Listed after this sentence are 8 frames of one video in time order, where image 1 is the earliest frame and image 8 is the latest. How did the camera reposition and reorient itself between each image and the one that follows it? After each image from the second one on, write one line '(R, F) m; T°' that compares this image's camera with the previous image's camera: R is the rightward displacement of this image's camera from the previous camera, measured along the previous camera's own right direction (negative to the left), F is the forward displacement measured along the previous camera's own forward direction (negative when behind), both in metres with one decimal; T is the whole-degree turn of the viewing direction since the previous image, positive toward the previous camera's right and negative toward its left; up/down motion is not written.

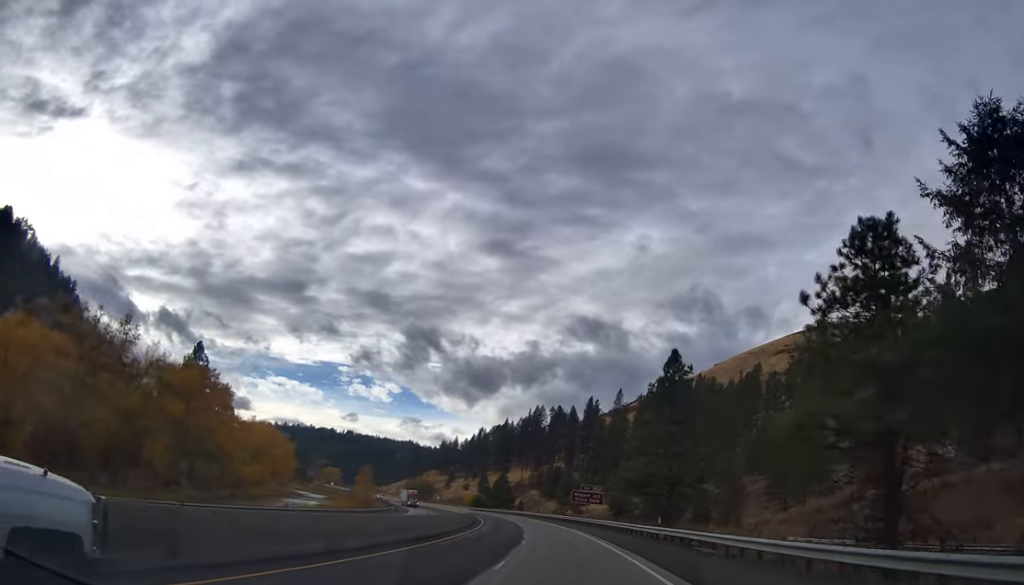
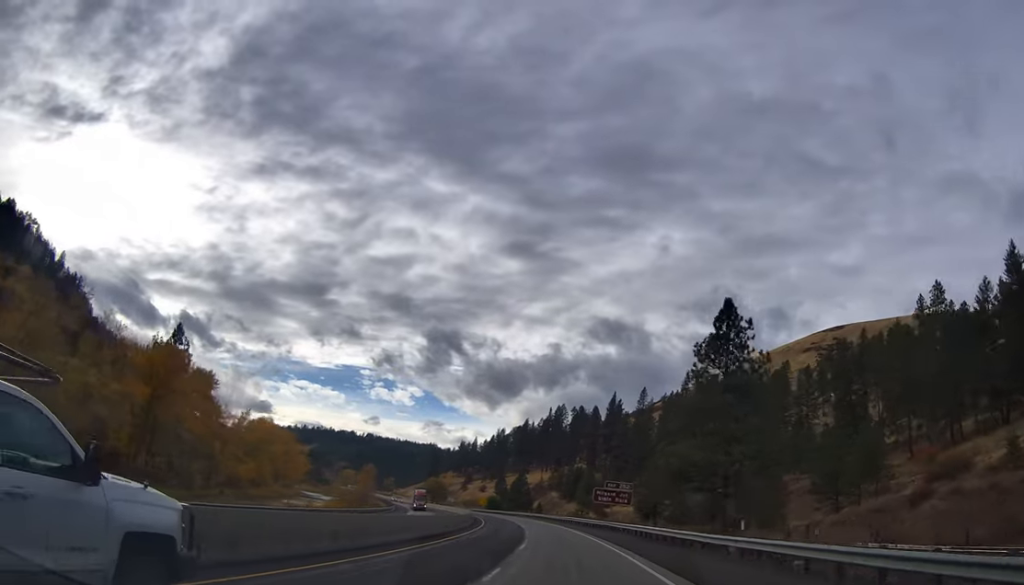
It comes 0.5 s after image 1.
(-0.5, +14.9) m; -2°
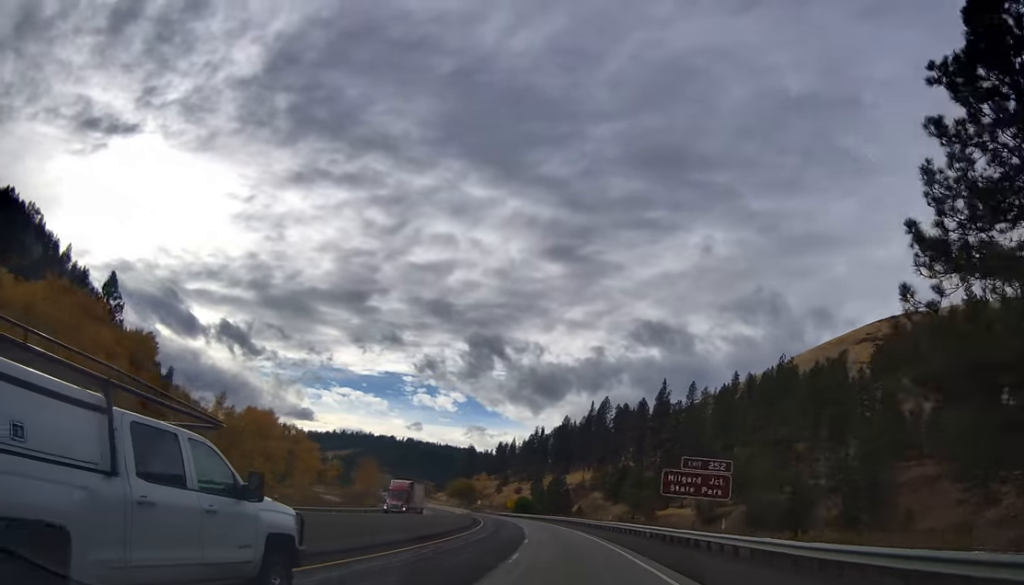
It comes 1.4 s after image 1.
(-1.1, +30.8) m; -4°
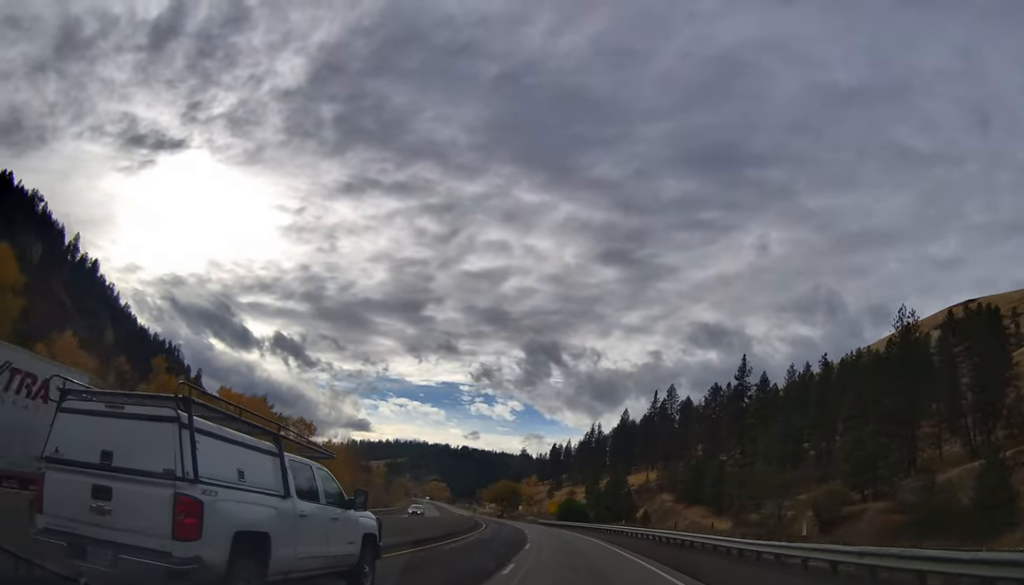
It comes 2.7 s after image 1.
(-1.2, +39.2) m; -5°
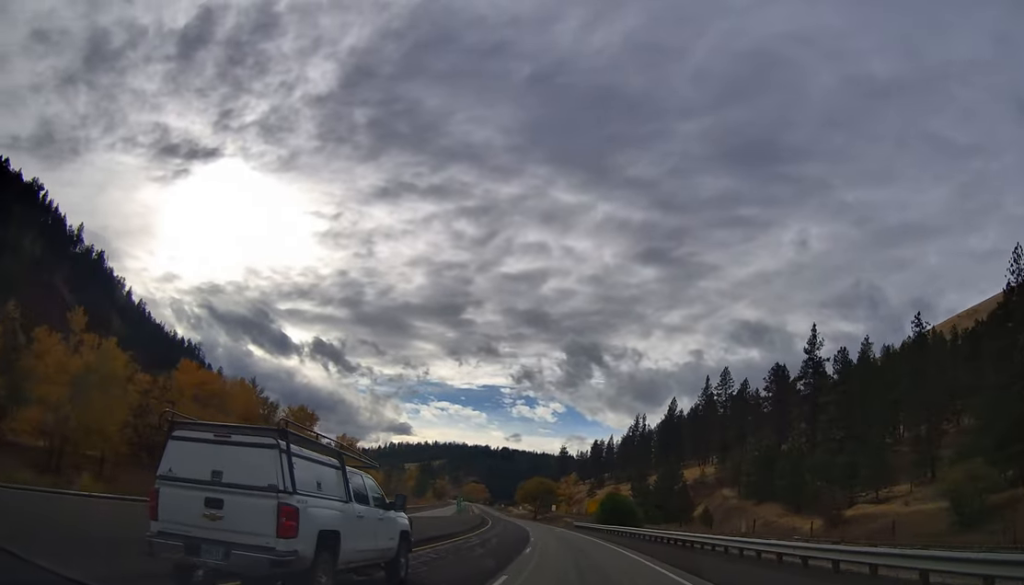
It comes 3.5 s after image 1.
(-1.4, +27.5) m; -4°
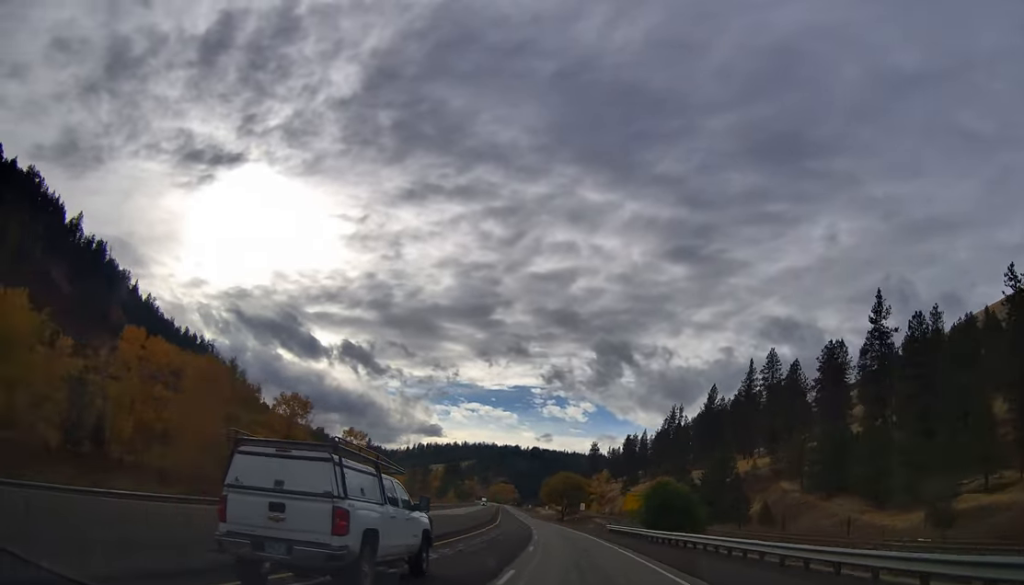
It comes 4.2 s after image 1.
(-0.7, +22.3) m; -3°
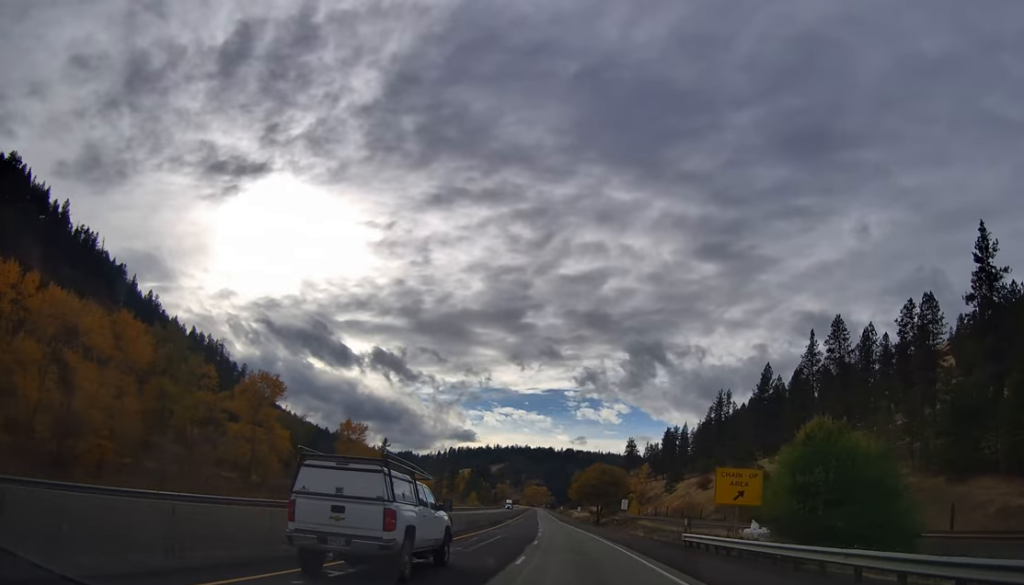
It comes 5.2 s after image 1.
(-0.8, +31.1) m; -4°
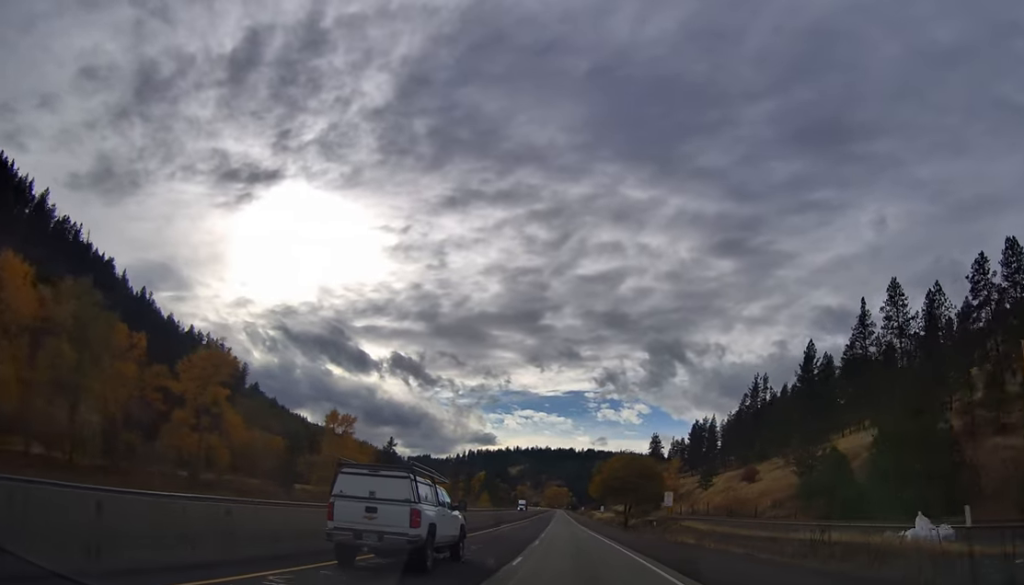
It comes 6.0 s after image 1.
(-0.7, +25.0) m; -3°
